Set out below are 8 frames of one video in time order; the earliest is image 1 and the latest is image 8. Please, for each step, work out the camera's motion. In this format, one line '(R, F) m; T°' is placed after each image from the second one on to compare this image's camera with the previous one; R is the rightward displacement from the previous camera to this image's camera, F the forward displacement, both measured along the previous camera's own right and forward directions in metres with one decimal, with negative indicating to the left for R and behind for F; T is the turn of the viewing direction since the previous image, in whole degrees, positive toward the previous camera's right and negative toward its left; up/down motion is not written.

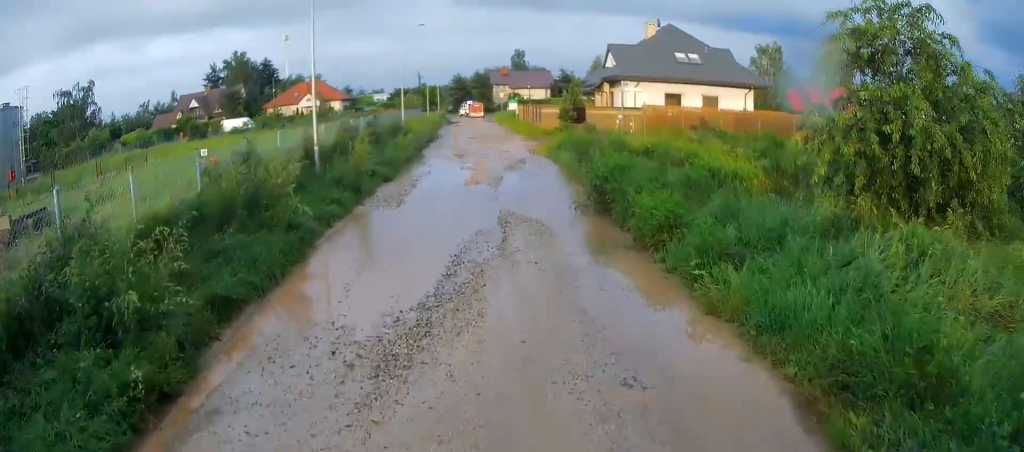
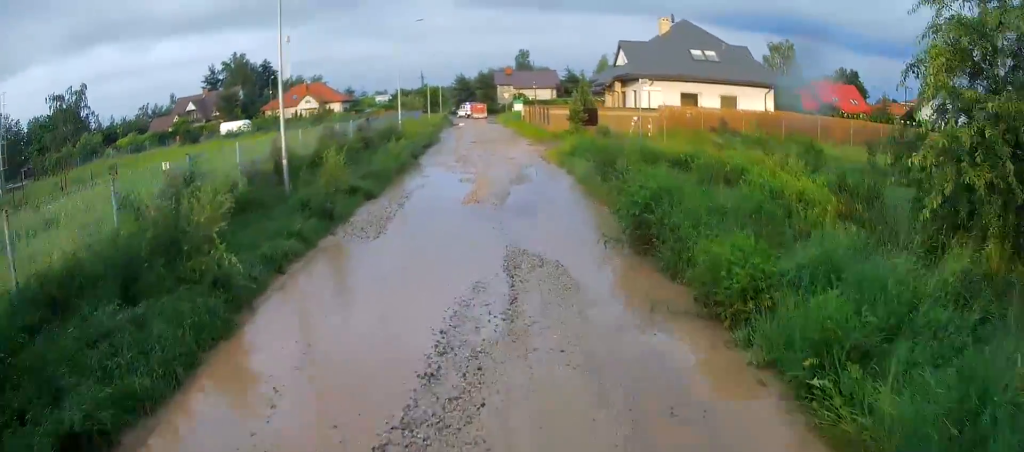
(-0.1, +2.9) m; -1°
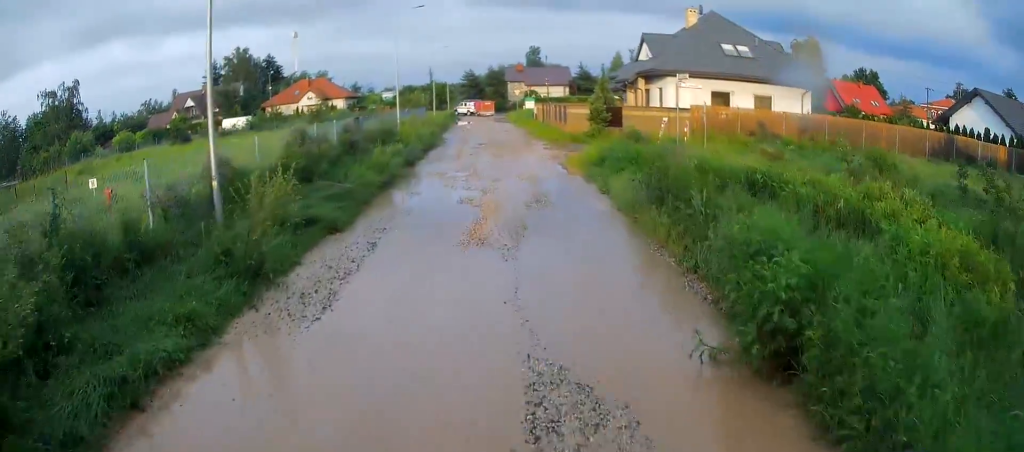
(+0.2, +4.1) m; -3°
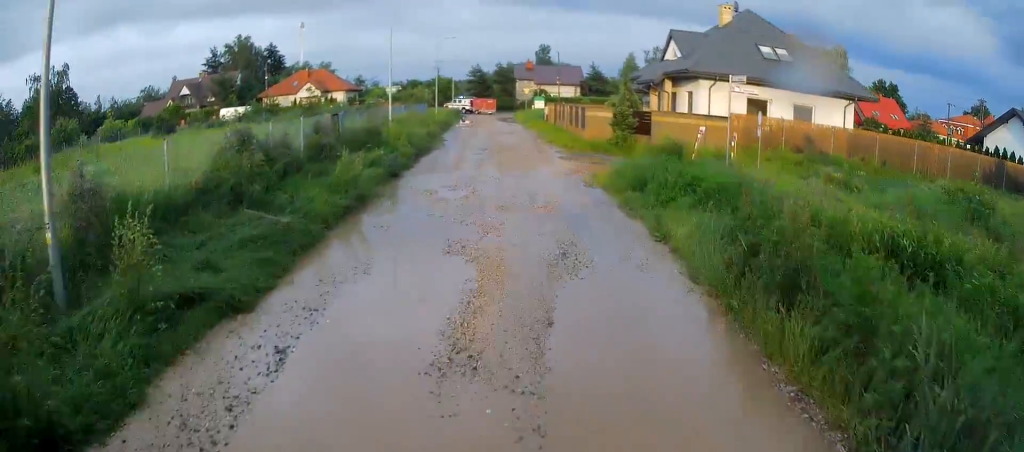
(-0.2, +4.2) m; -2°
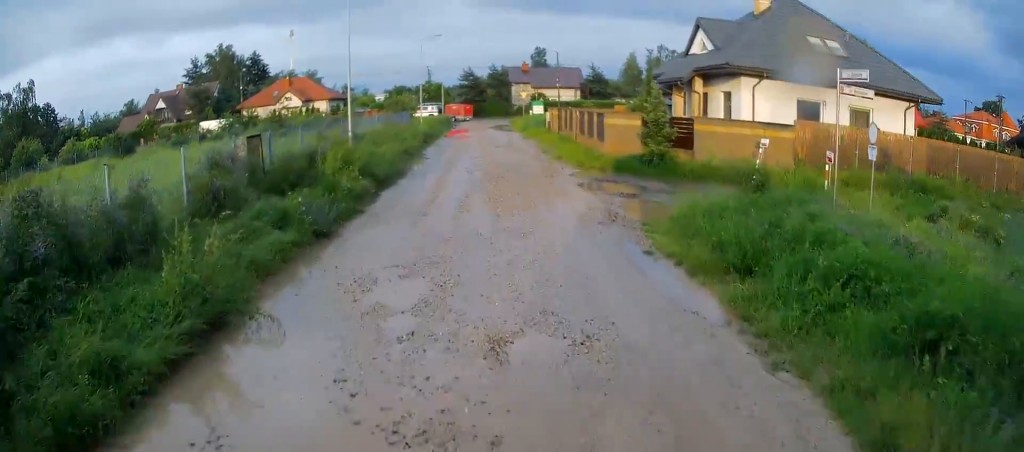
(-0.3, +6.2) m; -1°
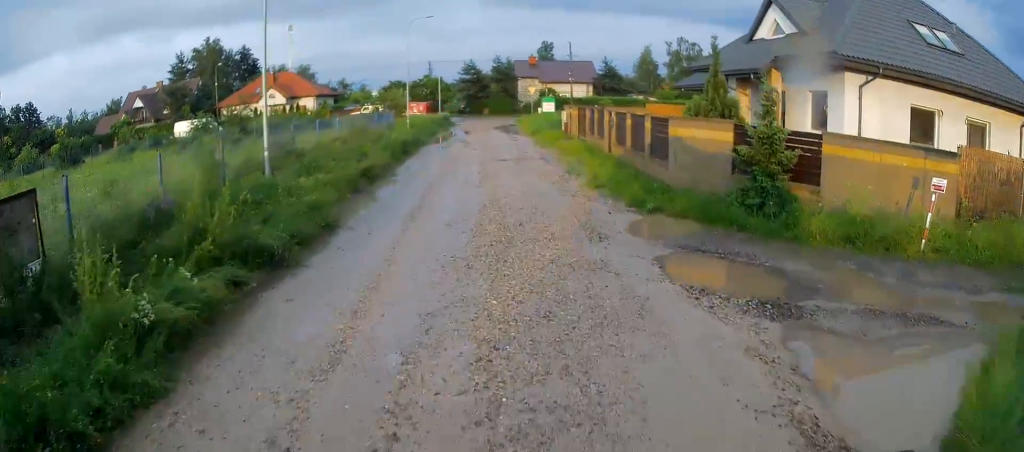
(+0.3, +7.6) m; +2°
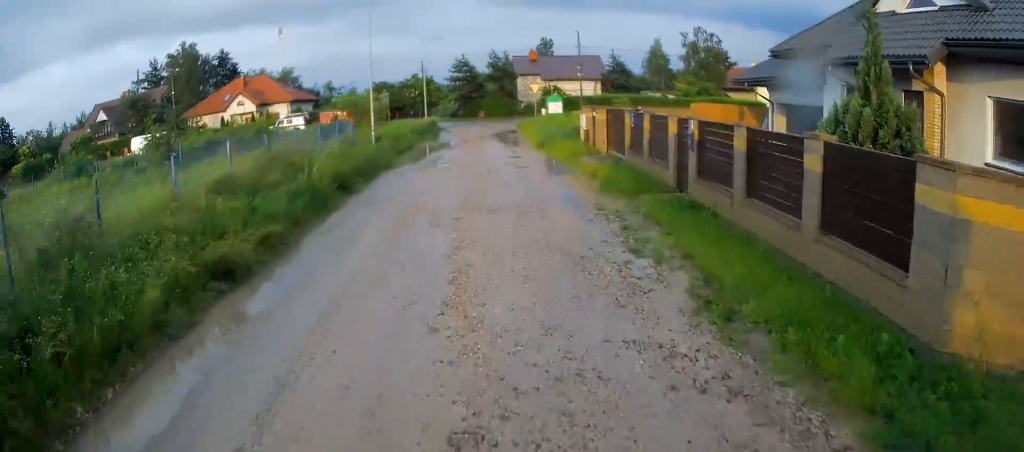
(+0.1, +8.5) m; +1°
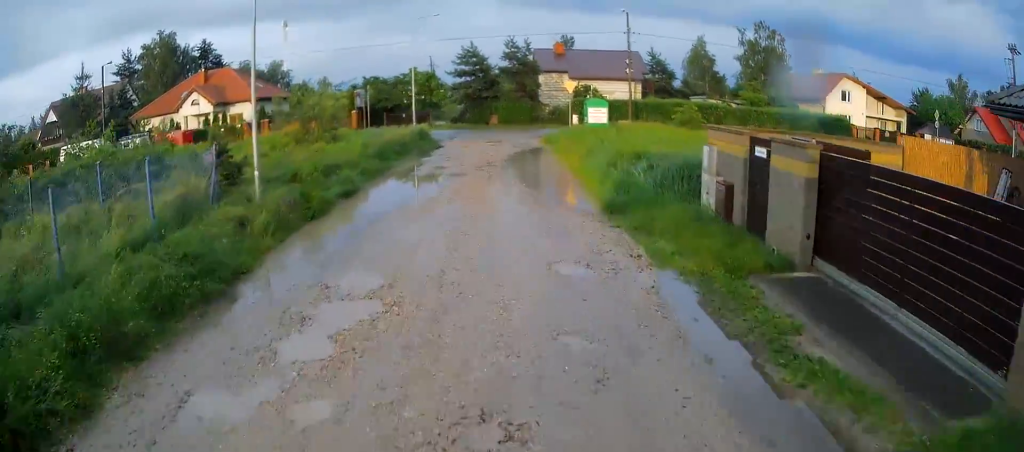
(-0.3, +14.1) m; -2°
